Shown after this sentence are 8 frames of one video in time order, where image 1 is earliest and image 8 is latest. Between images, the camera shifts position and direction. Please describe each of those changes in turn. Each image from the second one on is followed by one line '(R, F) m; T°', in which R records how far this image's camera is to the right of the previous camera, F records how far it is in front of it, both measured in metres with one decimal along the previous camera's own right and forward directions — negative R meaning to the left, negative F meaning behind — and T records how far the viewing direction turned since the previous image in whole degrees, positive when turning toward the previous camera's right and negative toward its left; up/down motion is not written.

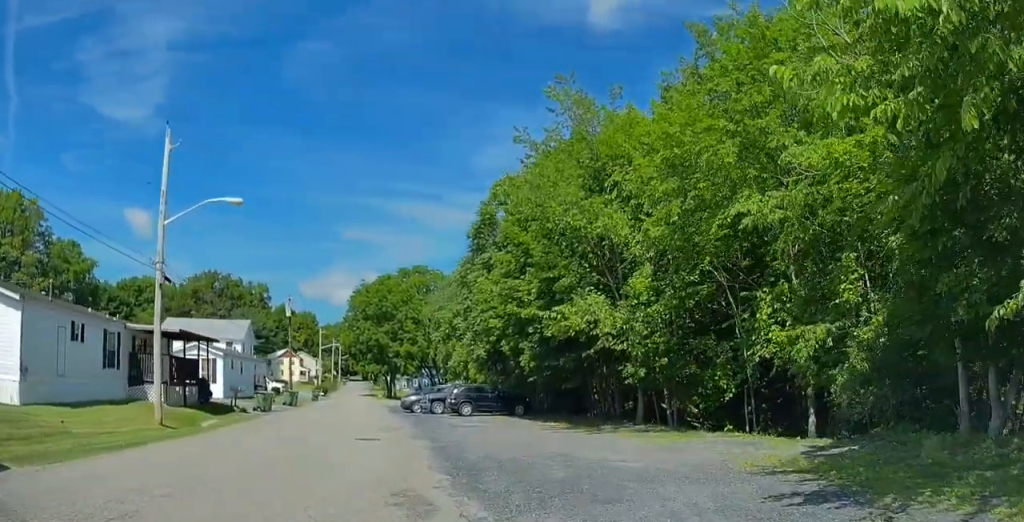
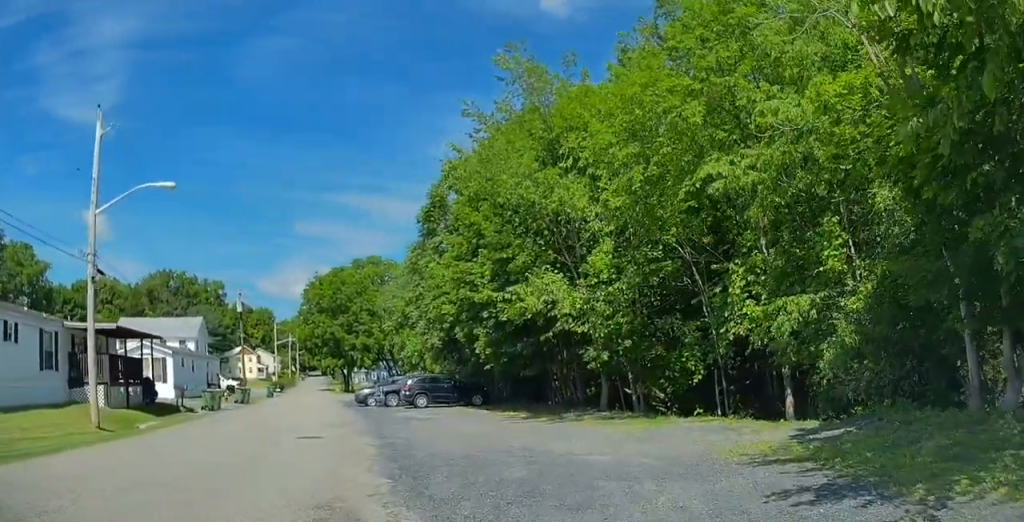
(0.0, +2.1) m; +3°
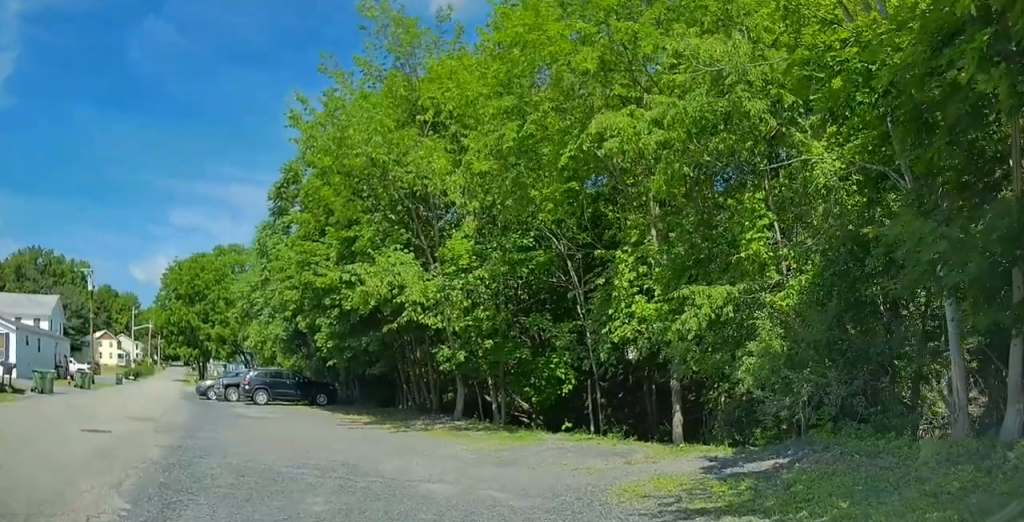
(+0.4, +4.2) m; +8°
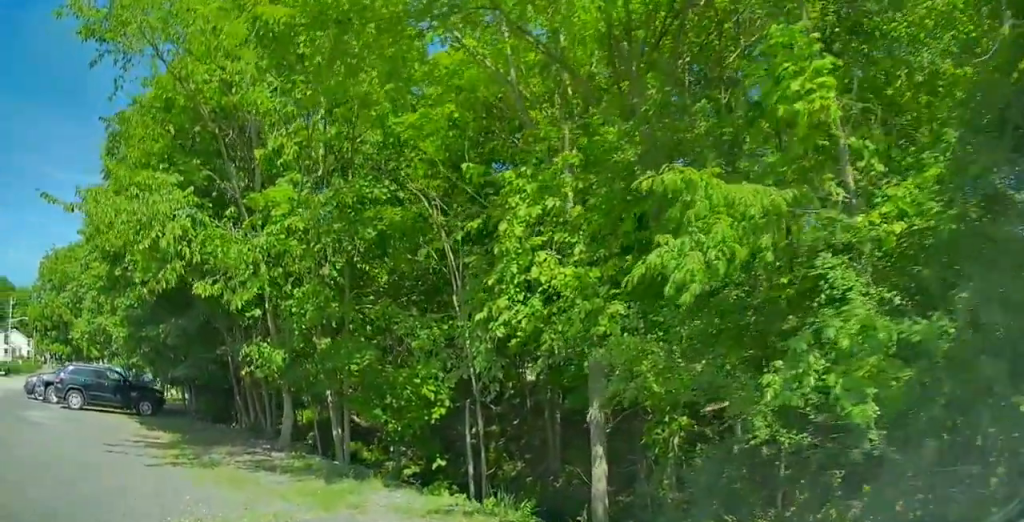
(+0.4, +6.8) m; +9°
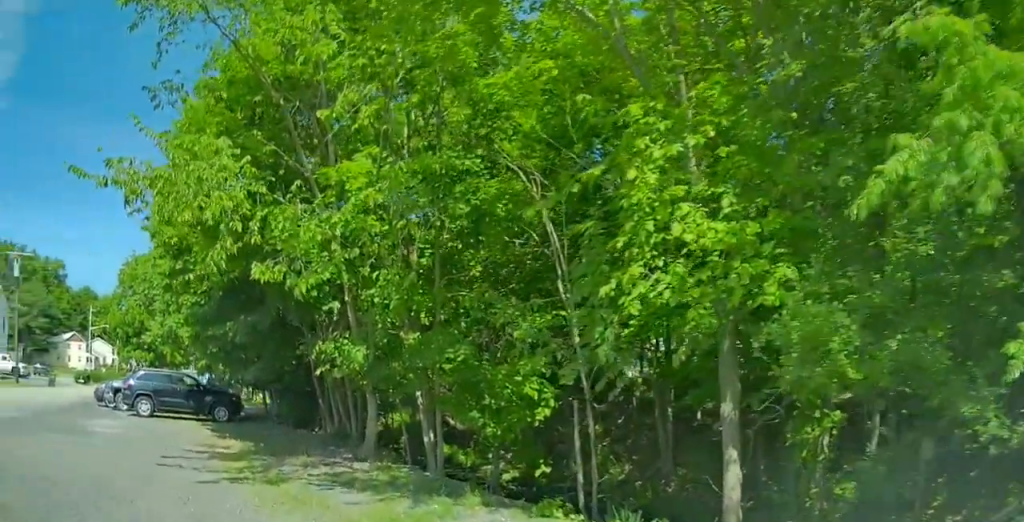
(+0.3, +1.6) m; -4°
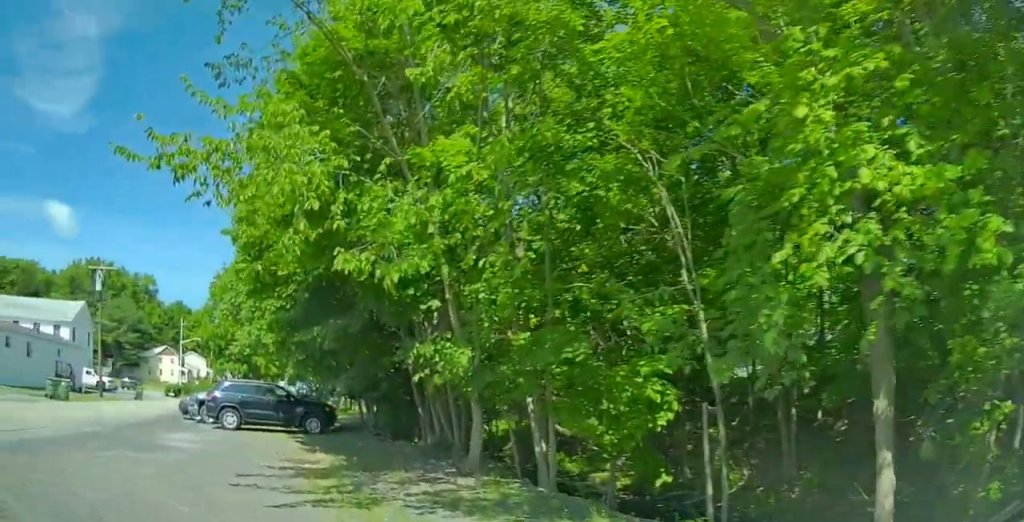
(+0.1, +1.2) m; -5°
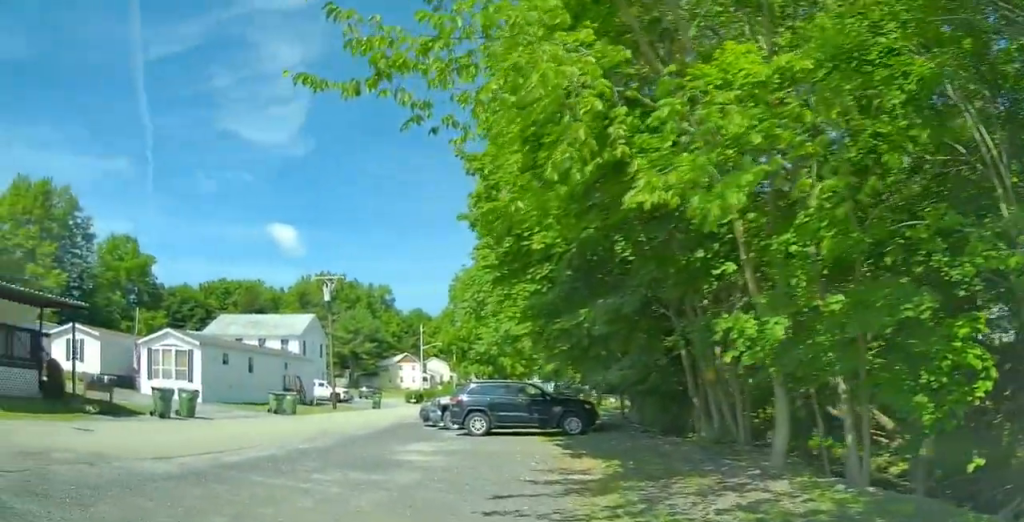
(-0.6, +2.3) m; -20°
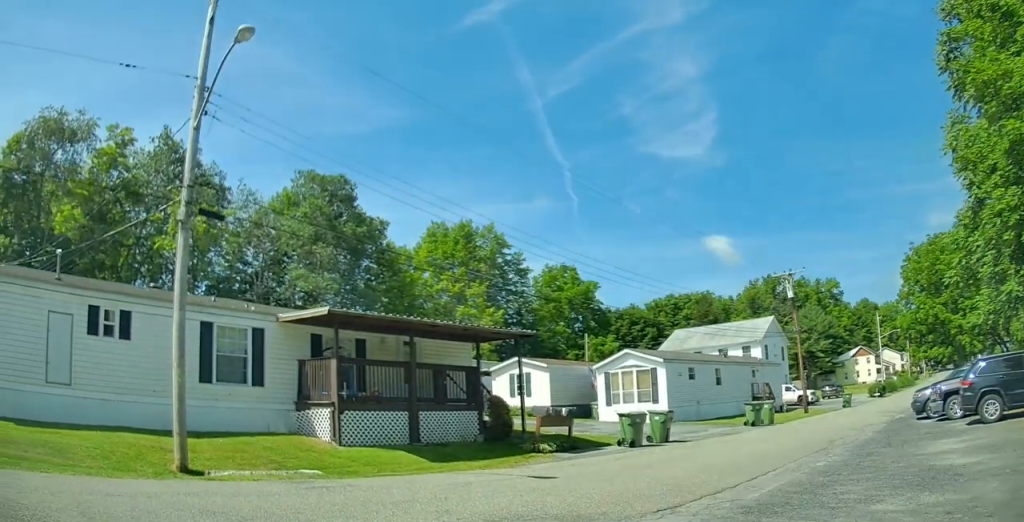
(-0.5, +3.0) m; -27°
